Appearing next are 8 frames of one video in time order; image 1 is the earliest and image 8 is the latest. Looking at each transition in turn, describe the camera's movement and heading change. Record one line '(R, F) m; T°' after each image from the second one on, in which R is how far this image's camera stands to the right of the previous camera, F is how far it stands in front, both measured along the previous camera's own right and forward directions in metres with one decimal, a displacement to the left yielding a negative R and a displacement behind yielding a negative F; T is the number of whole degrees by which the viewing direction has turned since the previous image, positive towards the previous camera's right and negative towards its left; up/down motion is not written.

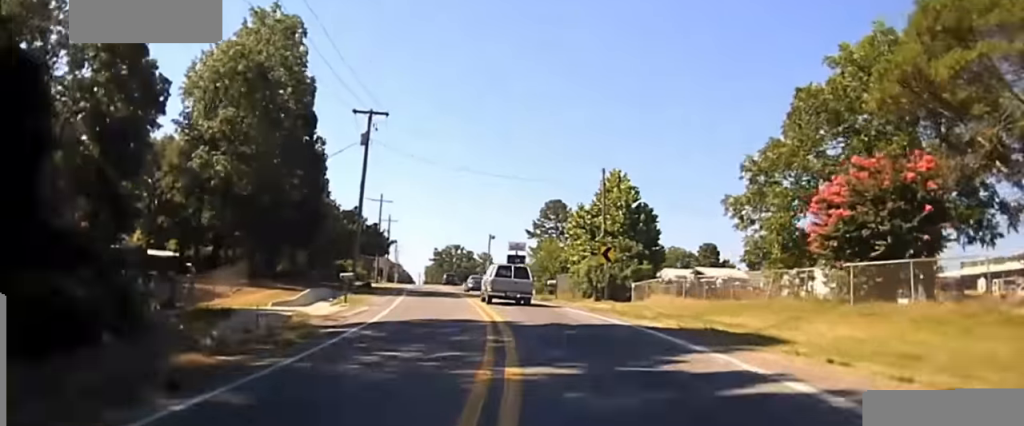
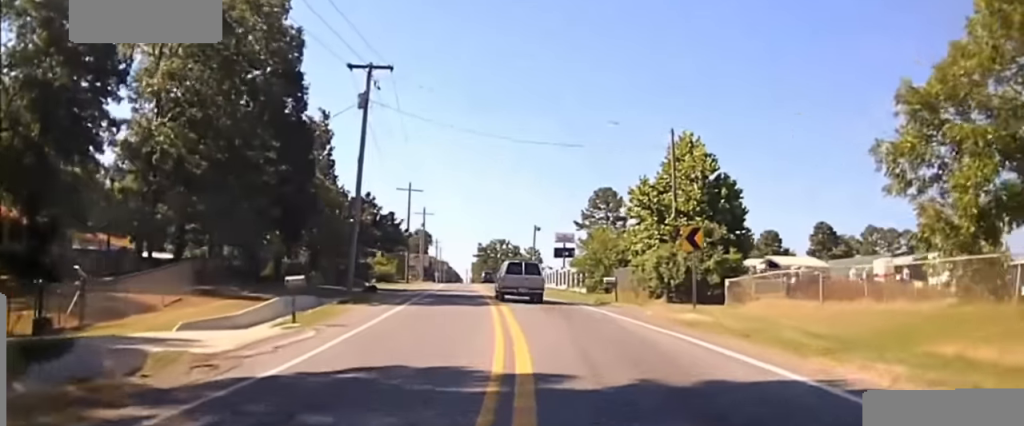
(-0.1, +12.4) m; -5°
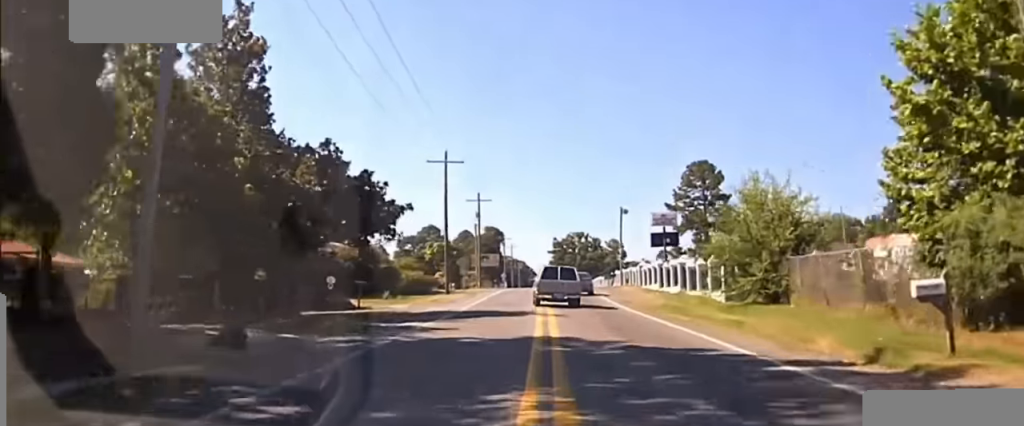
(-2.2, +26.9) m; -7°
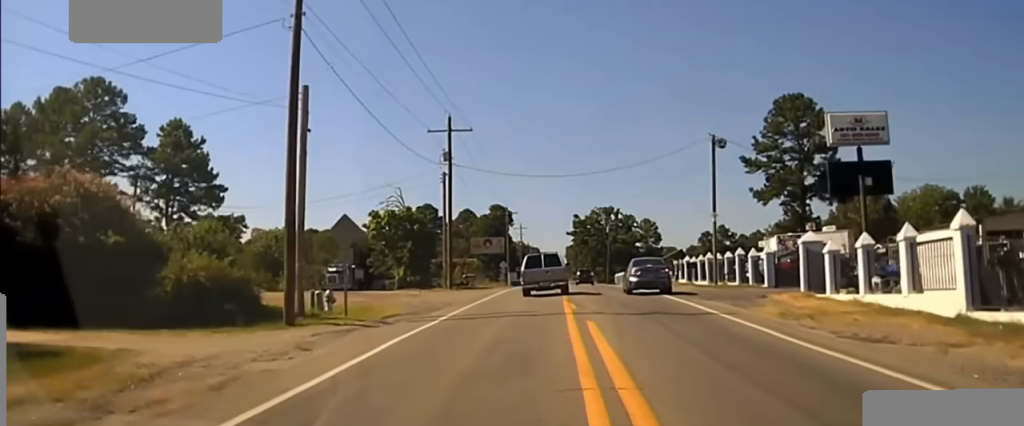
(-2.4, +45.8) m; -4°
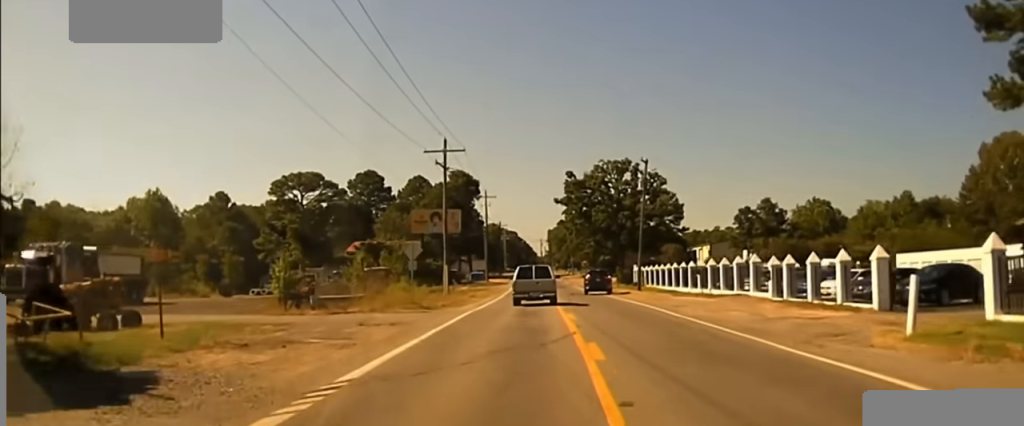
(-0.1, +60.8) m; 0°
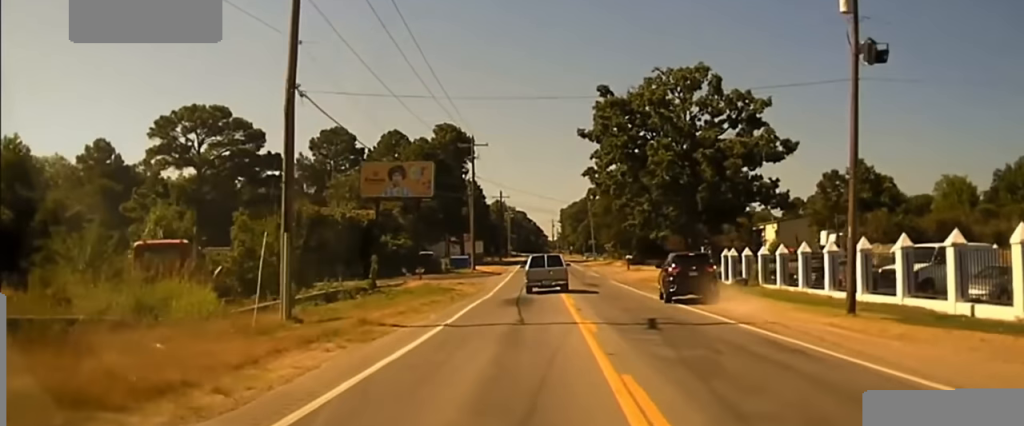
(+0.4, +39.5) m; +1°
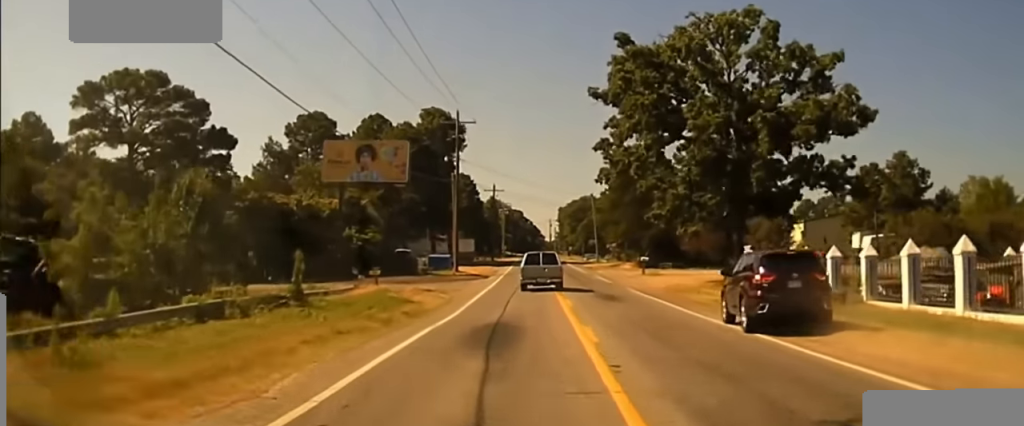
(+0.2, +12.4) m; 0°
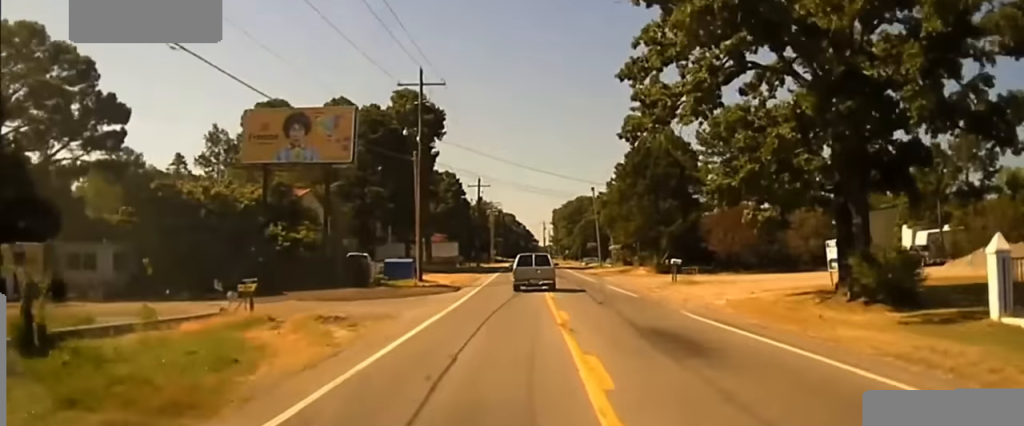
(-0.2, +17.4) m; 0°
